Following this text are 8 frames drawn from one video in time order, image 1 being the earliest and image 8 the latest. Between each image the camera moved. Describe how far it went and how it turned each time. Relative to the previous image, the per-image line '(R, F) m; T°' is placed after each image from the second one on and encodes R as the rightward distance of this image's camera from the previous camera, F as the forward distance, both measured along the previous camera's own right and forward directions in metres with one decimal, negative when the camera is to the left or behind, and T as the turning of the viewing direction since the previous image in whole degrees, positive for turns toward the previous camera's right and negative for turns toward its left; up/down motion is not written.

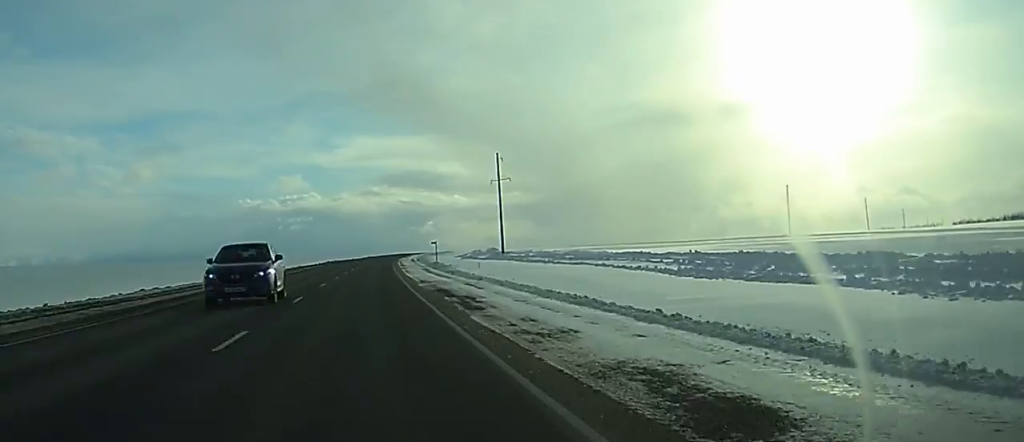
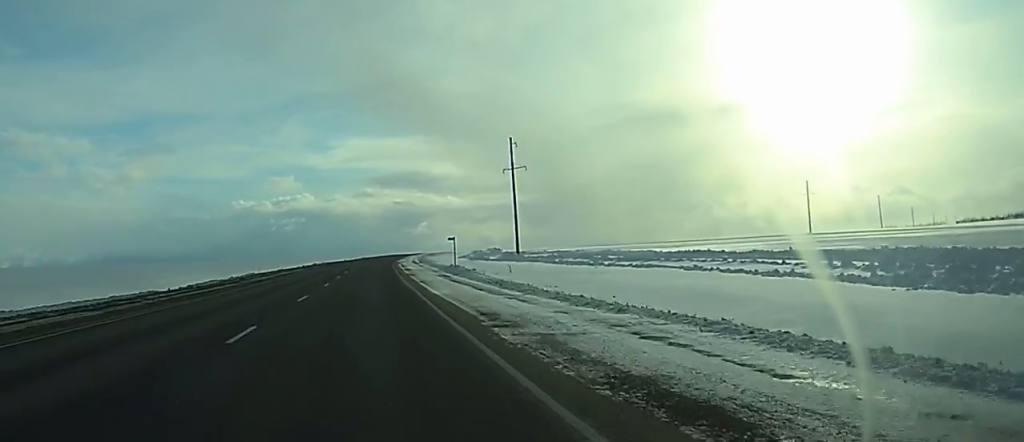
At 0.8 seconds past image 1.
(0.0, +22.5) m; 0°
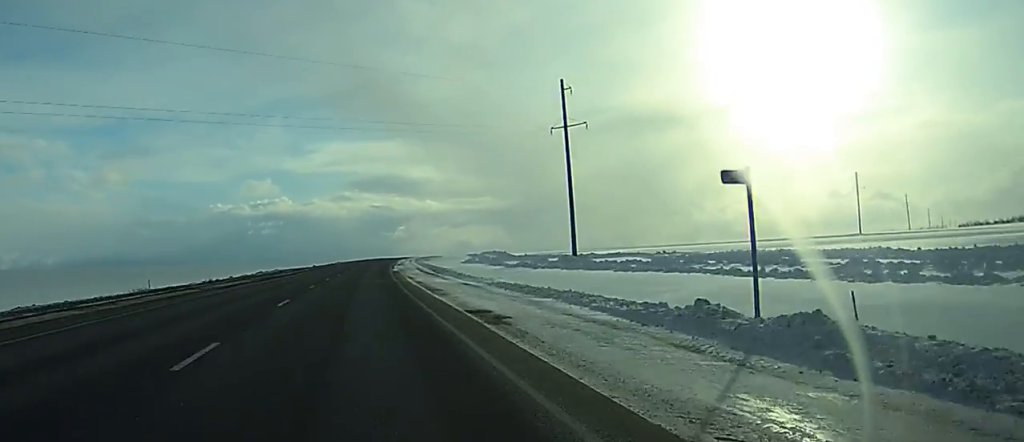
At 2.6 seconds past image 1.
(+0.6, +49.7) m; +2°
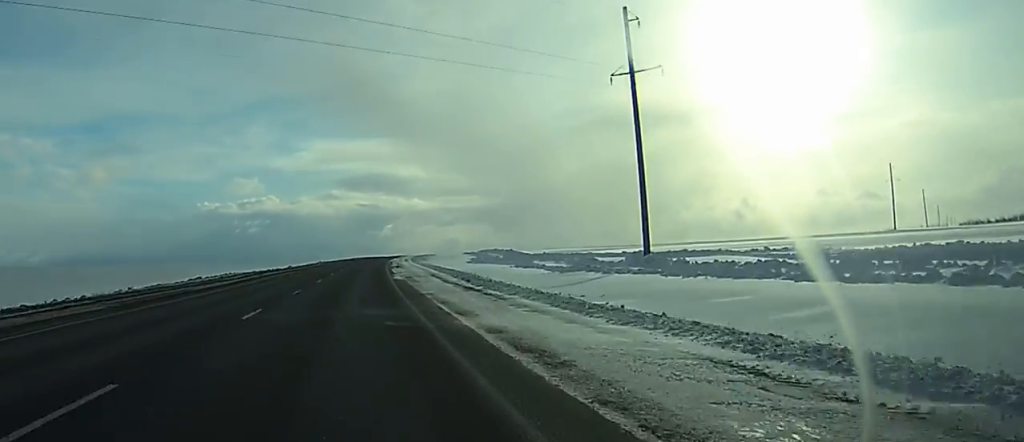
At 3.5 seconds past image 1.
(+0.3, +27.3) m; +1°
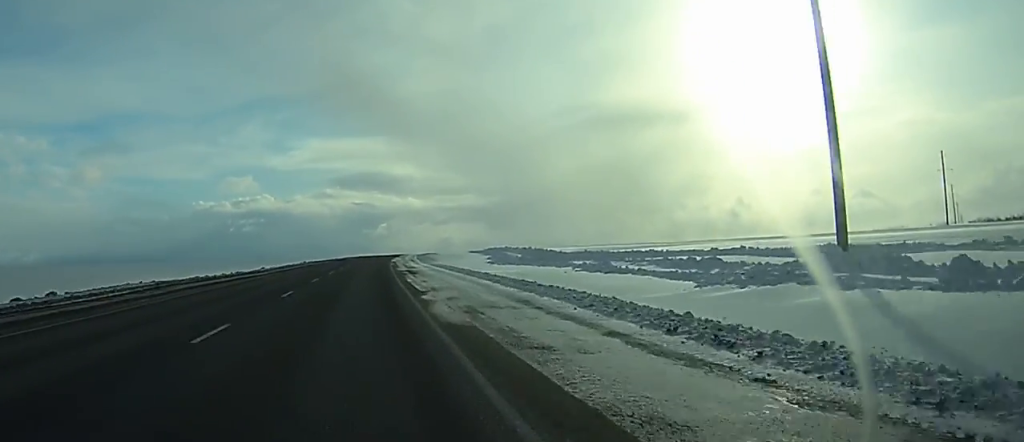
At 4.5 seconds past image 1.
(+0.3, +28.3) m; +1°
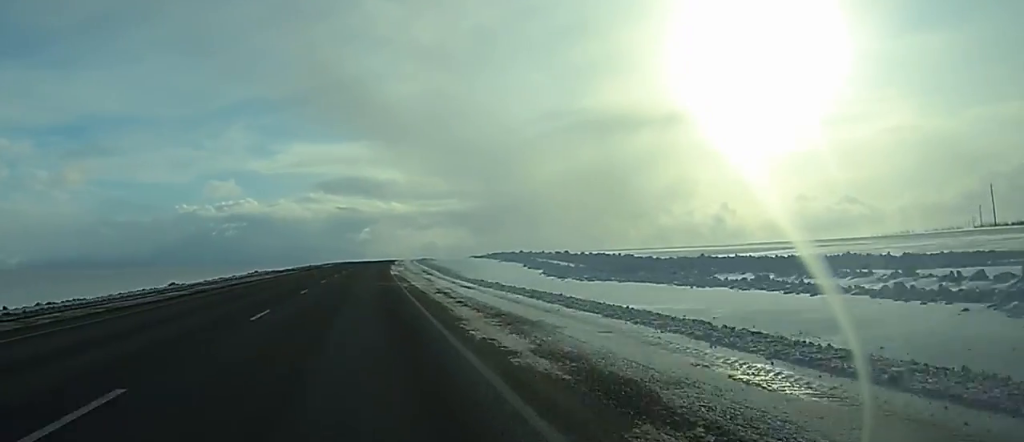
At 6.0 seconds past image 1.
(+0.1, +41.8) m; +1°
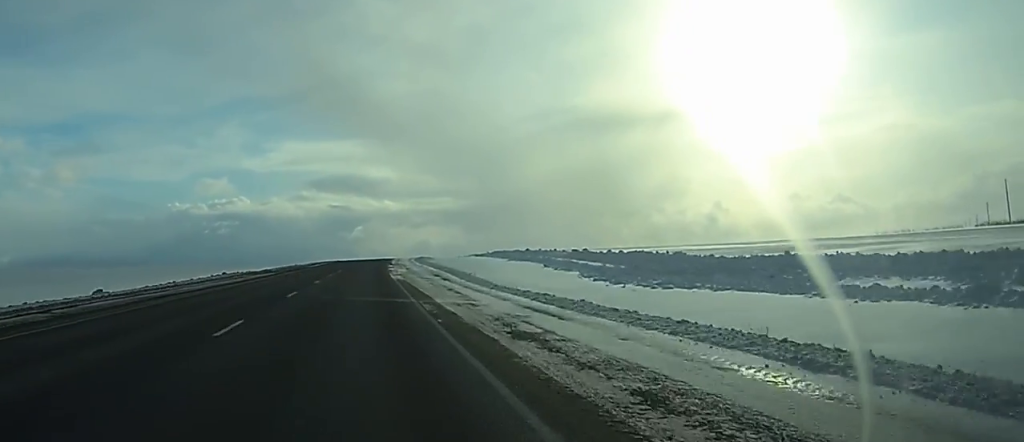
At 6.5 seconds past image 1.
(+0.1, +15.2) m; +1°
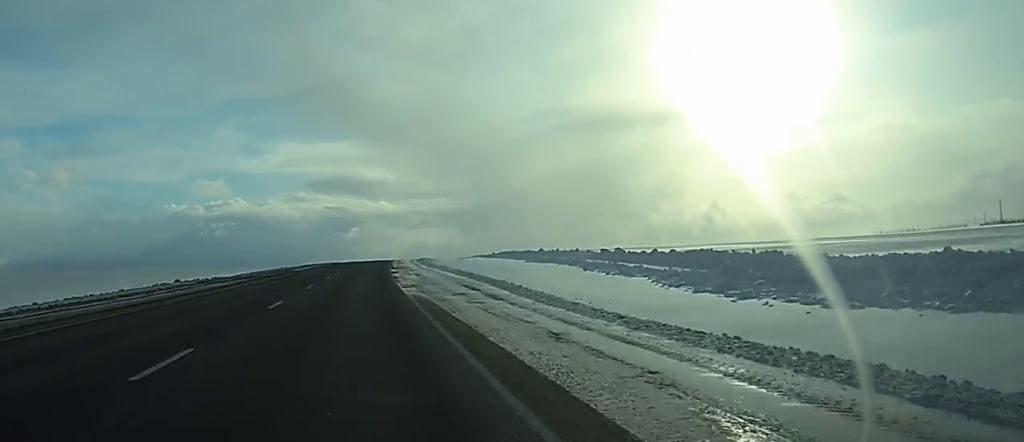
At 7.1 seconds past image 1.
(0.0, +16.2) m; +1°
